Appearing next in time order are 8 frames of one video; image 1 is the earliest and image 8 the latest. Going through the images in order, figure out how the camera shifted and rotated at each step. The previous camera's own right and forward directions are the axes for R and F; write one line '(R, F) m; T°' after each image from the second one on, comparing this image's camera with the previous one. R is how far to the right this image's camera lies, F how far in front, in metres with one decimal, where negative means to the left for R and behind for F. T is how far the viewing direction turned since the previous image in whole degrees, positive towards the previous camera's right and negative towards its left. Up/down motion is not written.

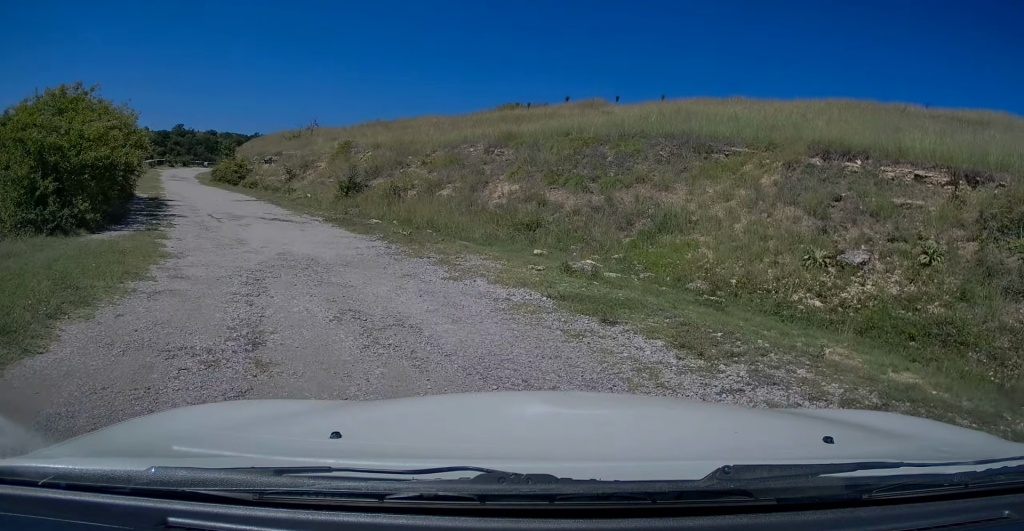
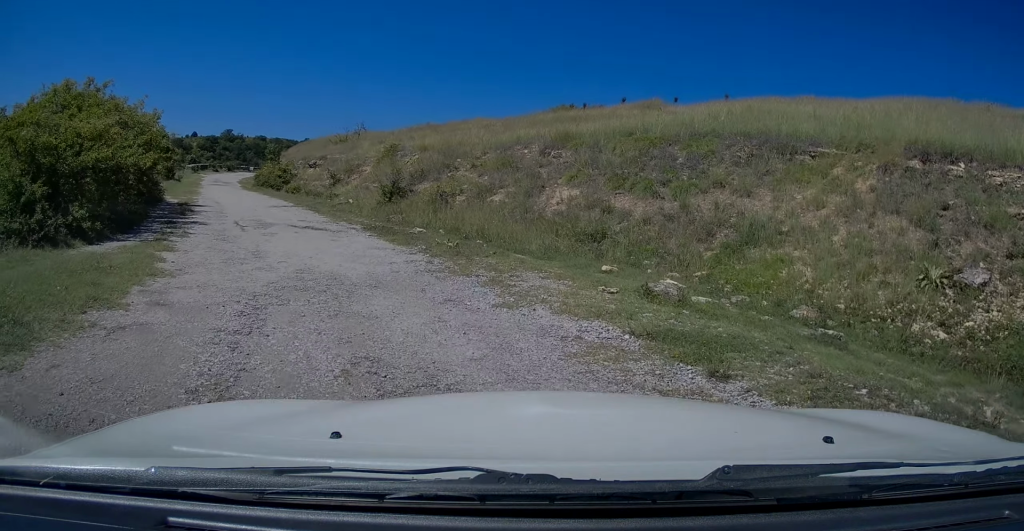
(0.0, +1.5) m; -7°
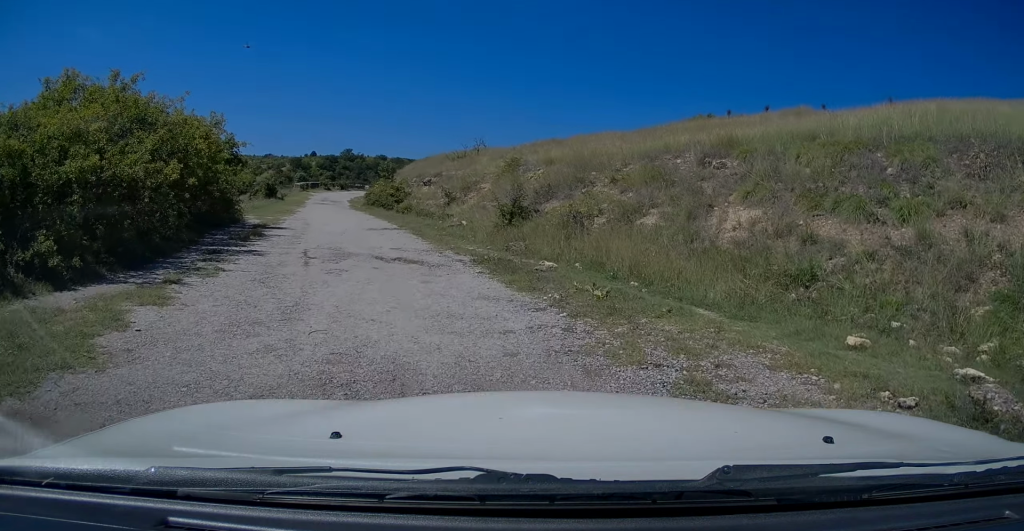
(-0.6, +3.4) m; -9°
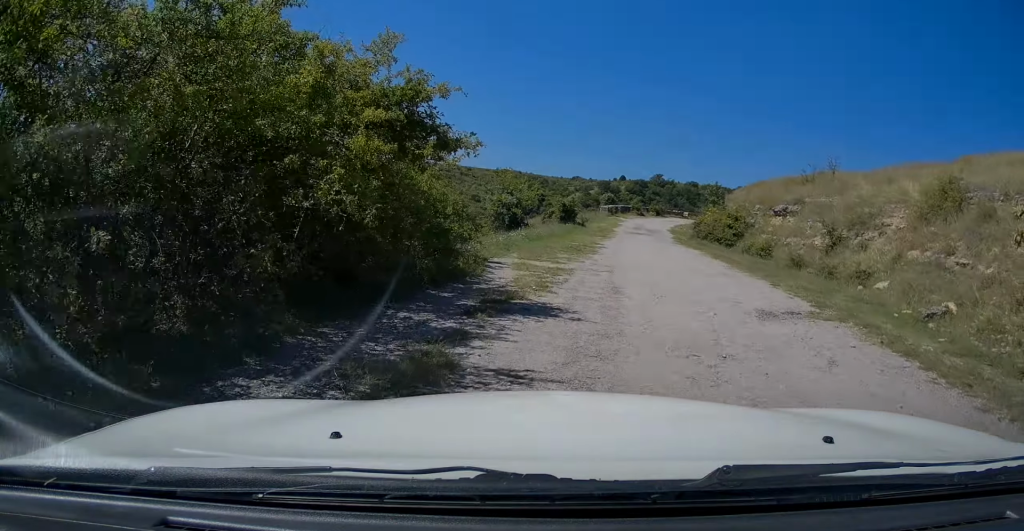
(-2.4, +10.1) m; -22°
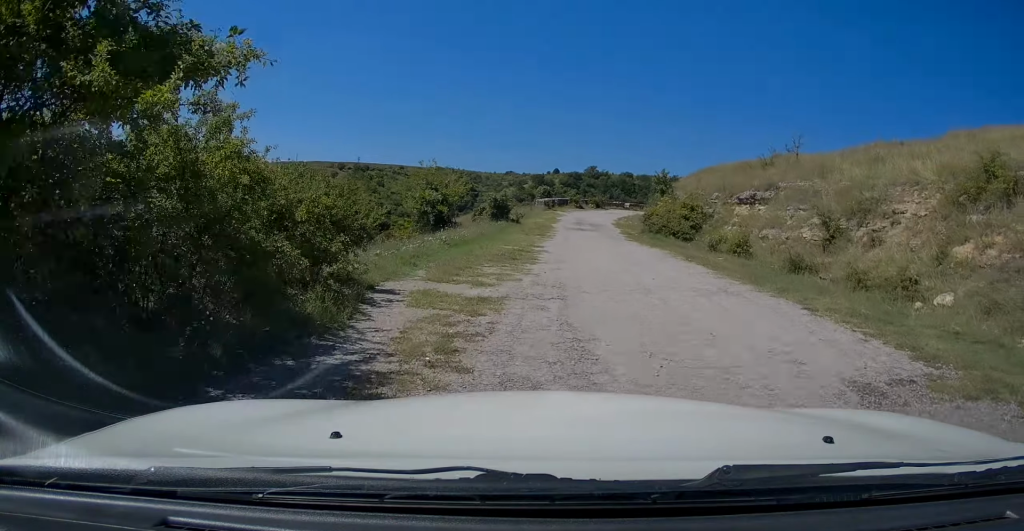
(0.0, +4.0) m; +5°
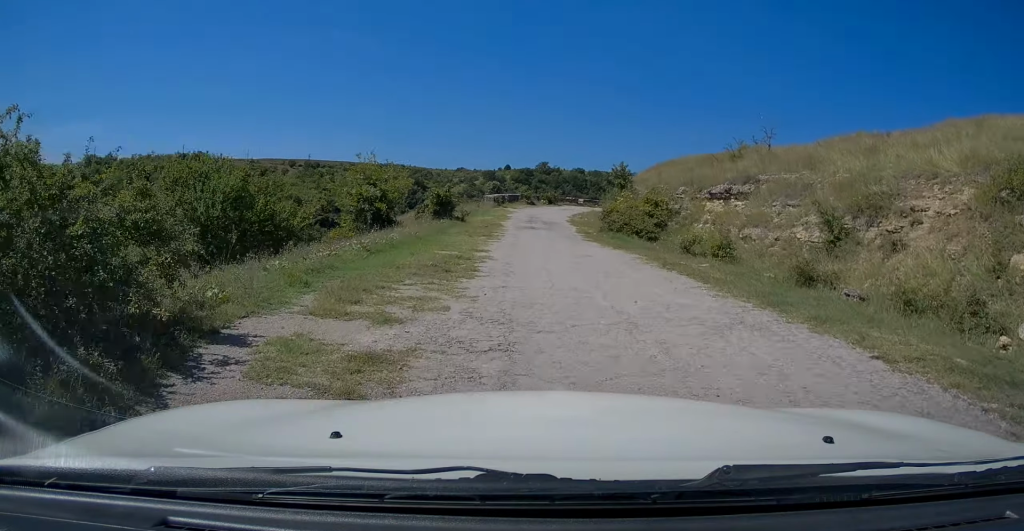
(+0.2, +2.8) m; +4°
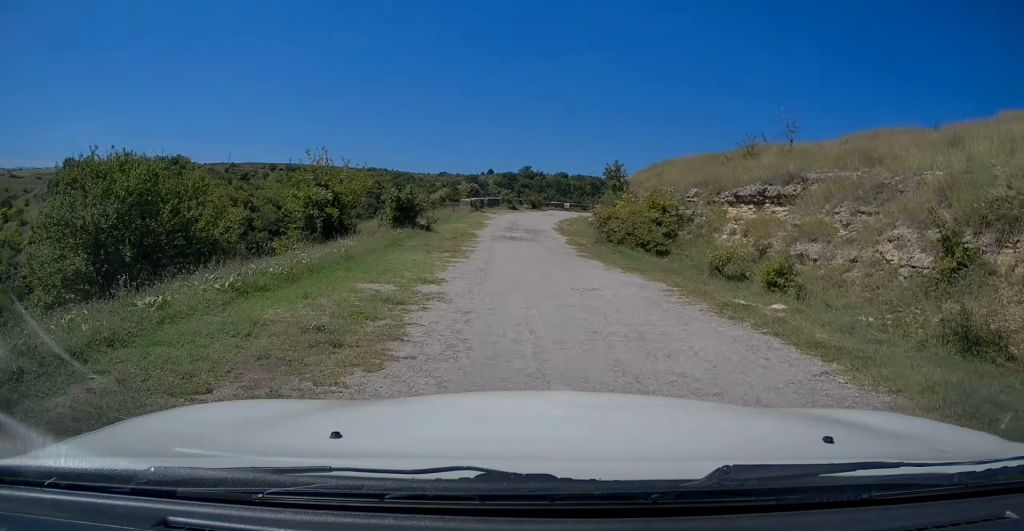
(+0.3, +4.8) m; +1°
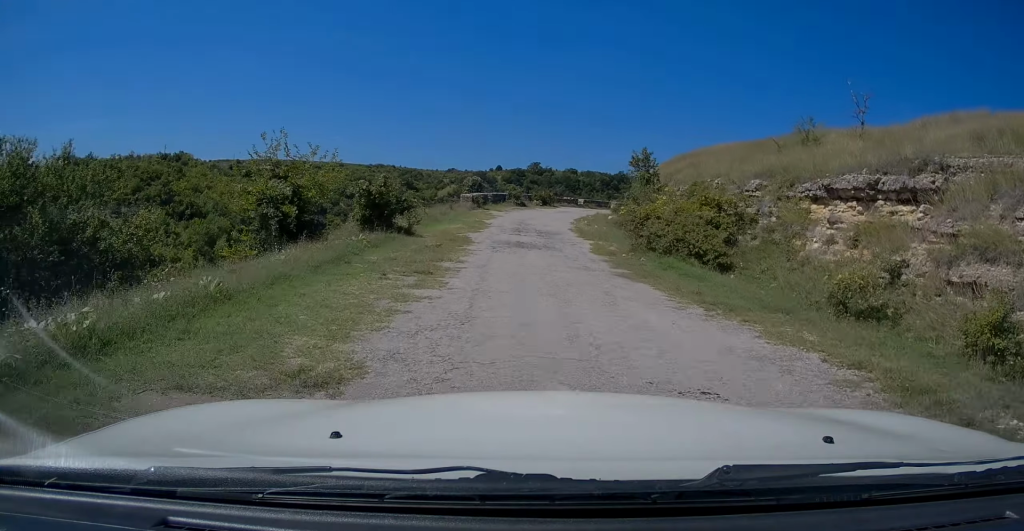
(0.0, +5.3) m; -1°
